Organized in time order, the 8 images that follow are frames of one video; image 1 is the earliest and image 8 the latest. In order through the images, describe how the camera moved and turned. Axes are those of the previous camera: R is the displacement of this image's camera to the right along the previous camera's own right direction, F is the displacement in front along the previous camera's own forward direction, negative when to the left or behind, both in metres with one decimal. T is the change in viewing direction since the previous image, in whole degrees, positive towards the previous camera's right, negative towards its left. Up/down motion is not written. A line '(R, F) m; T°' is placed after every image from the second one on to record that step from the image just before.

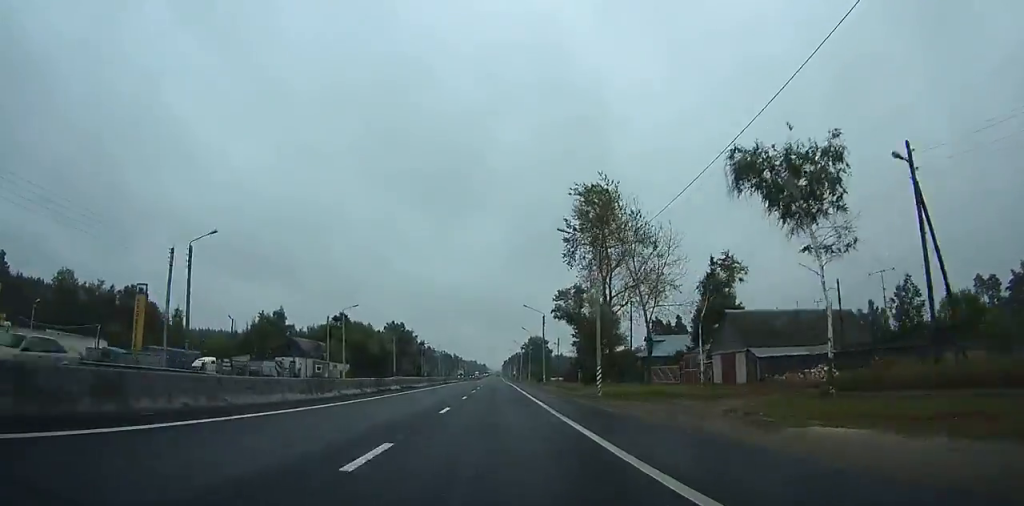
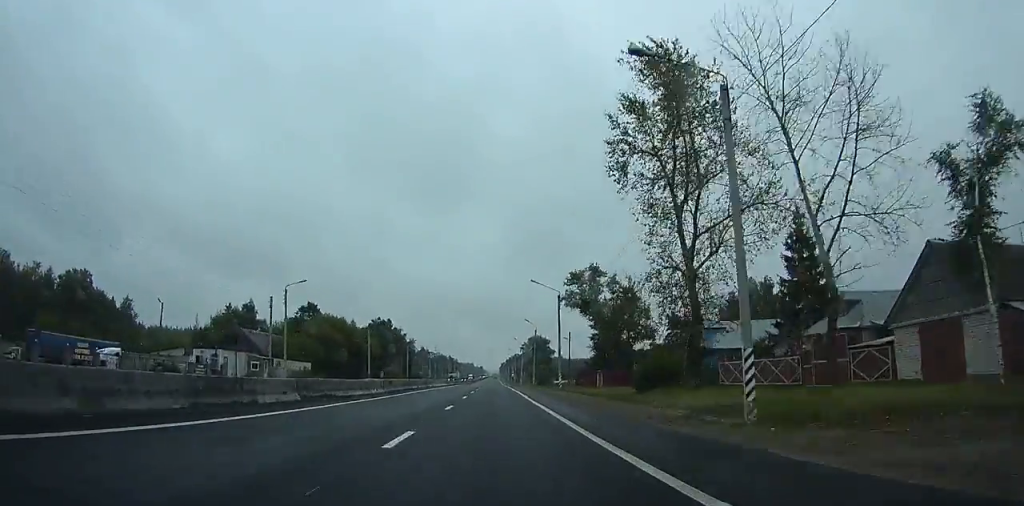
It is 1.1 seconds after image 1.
(-0.2, +21.1) m; 0°
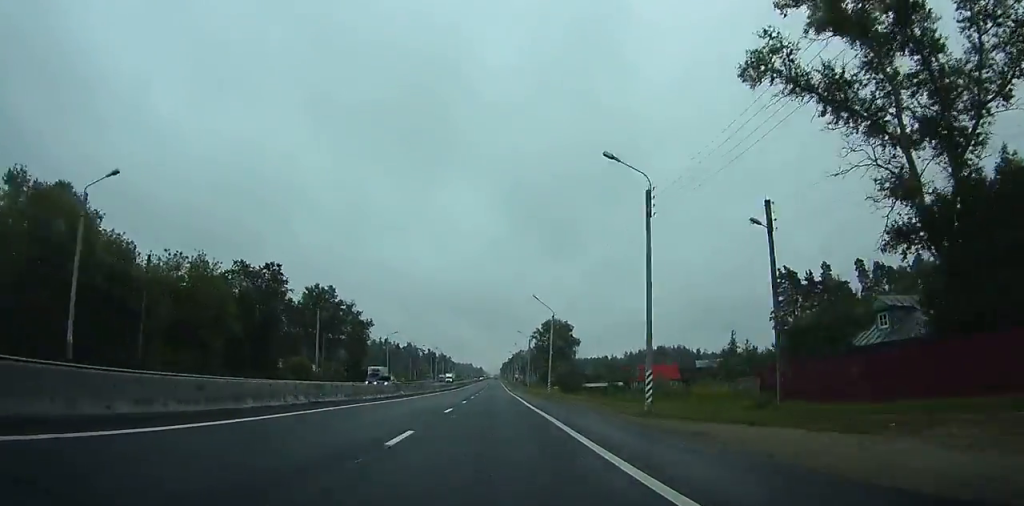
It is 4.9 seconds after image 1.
(0.0, +70.8) m; +1°
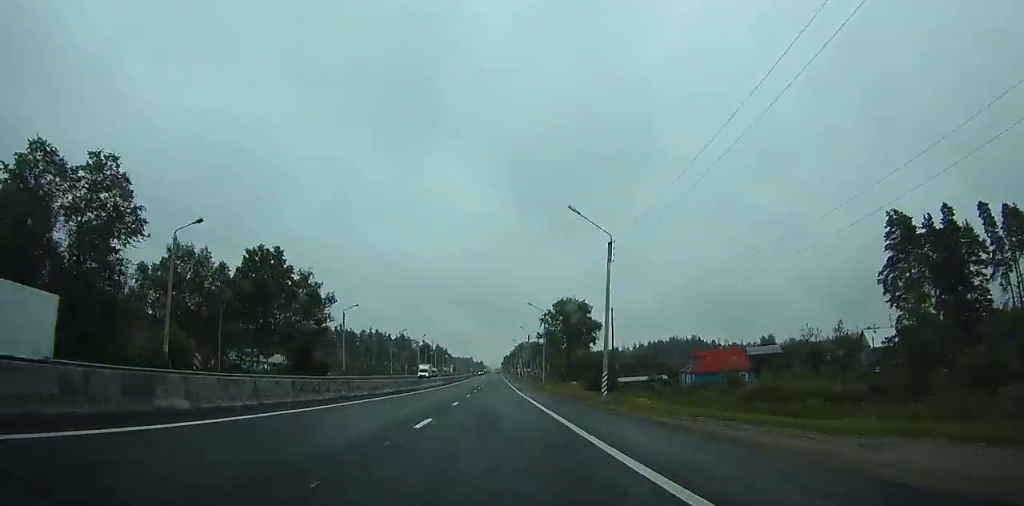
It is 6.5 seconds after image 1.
(0.0, +32.5) m; 0°
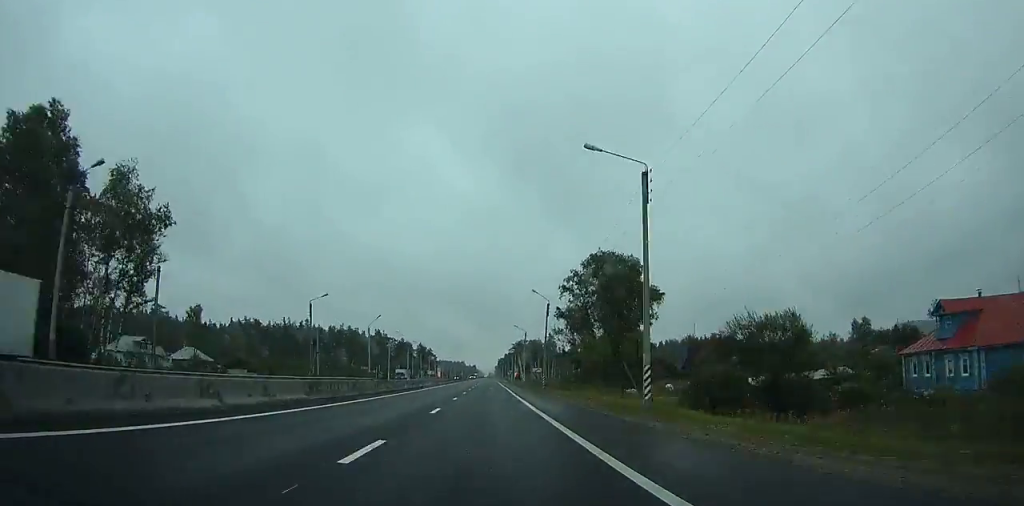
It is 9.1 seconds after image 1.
(-0.1, +52.7) m; -1°
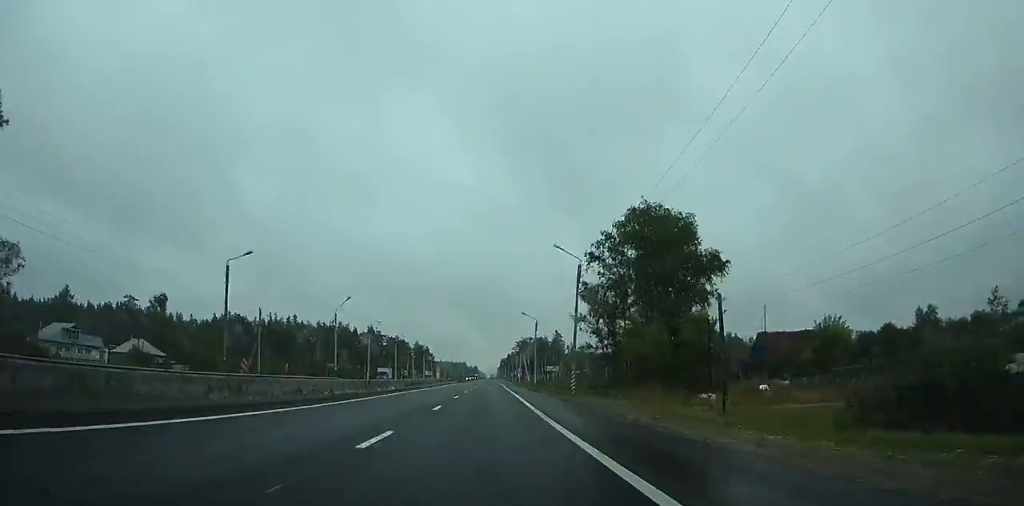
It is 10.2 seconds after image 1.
(-0.5, +22.2) m; 0°
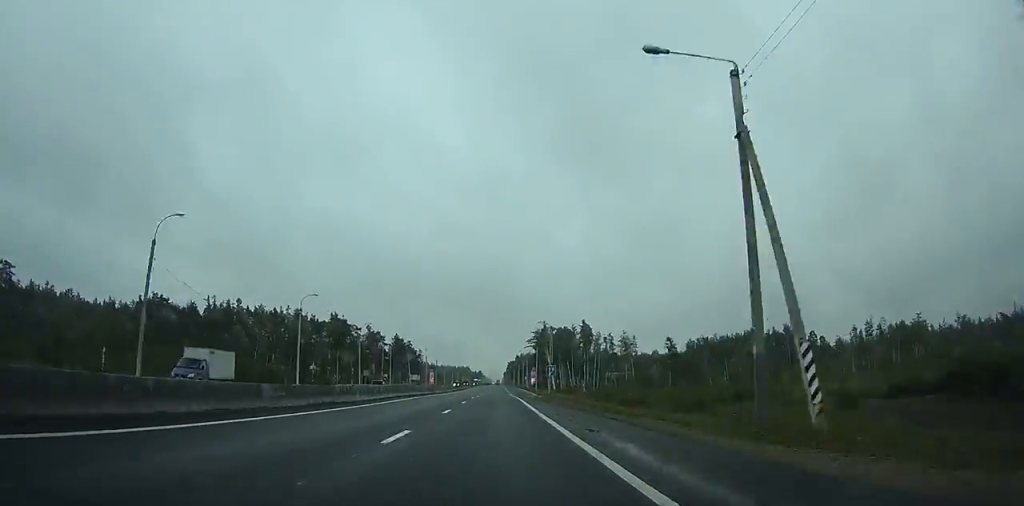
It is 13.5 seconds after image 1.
(+0.7, +69.9) m; 0°
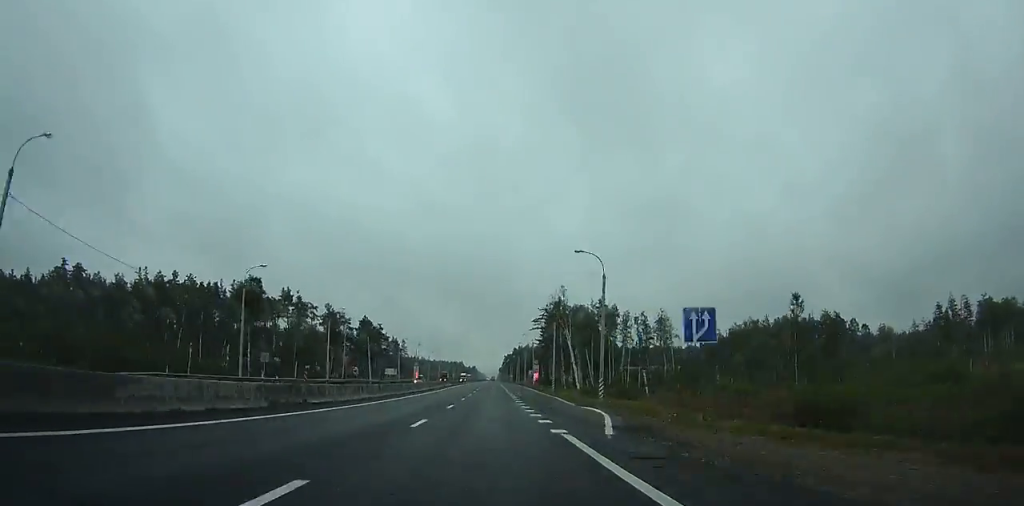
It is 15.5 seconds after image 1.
(-0.2, +43.5) m; 0°
